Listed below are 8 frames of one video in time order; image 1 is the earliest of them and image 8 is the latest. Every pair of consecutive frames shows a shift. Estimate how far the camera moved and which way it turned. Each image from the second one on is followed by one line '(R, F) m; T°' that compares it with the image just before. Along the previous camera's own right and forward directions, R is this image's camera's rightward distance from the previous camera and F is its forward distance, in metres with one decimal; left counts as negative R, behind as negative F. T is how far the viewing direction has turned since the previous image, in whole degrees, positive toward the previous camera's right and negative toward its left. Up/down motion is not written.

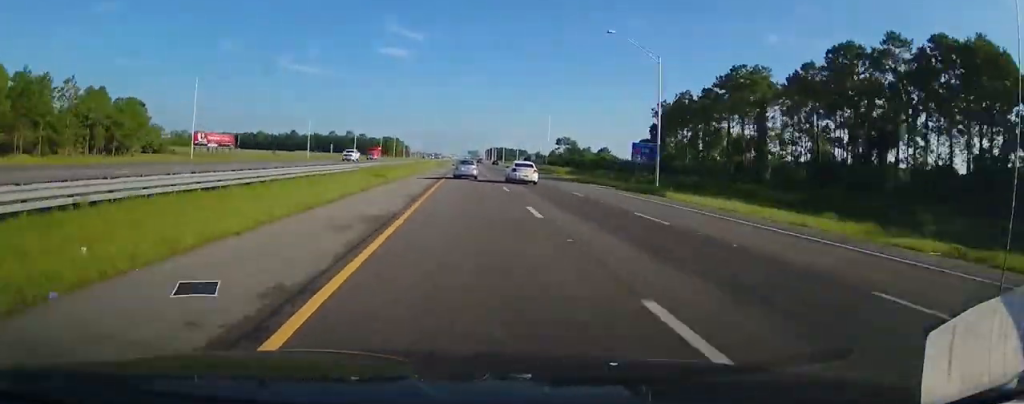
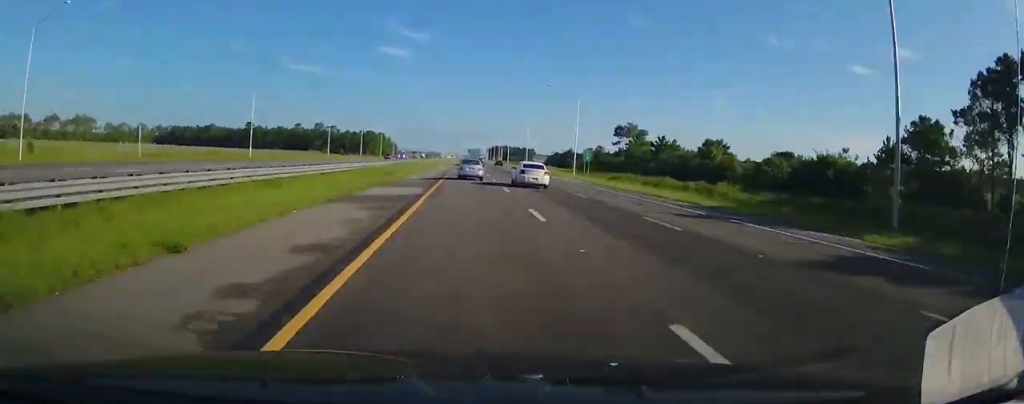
(+0.2, +97.4) m; 0°
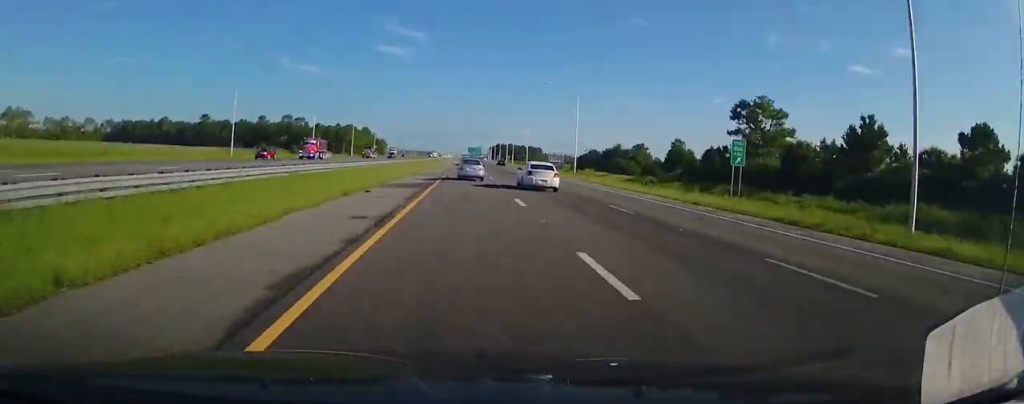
(+0.2, +55.4) m; 0°
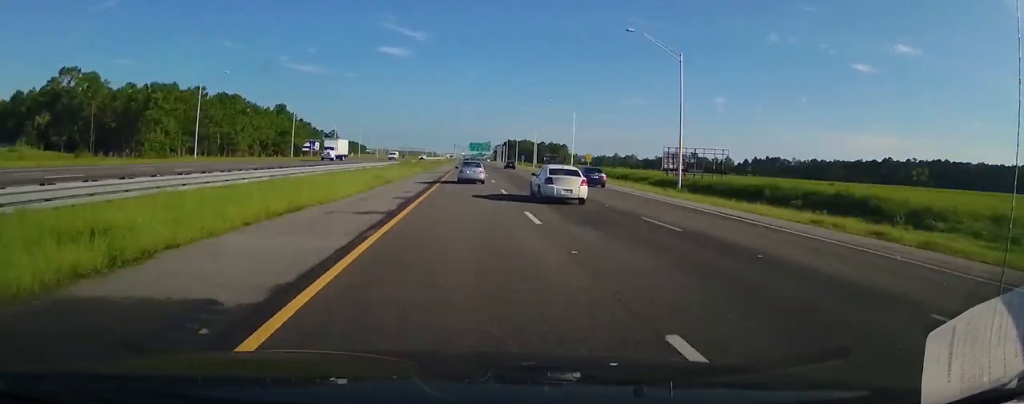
(-0.5, +160.3) m; 0°
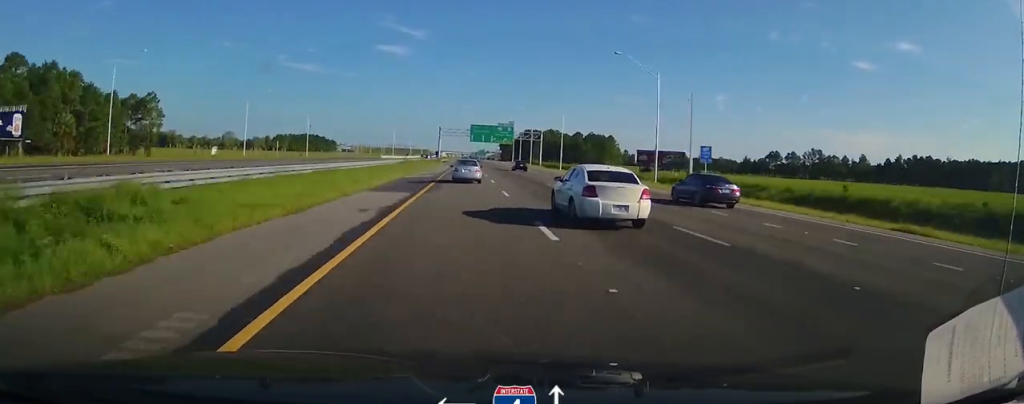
(+0.9, +173.5) m; 0°
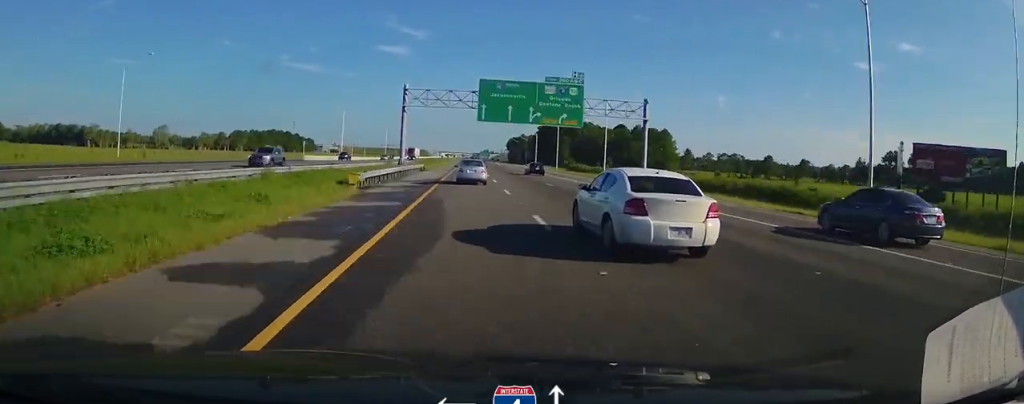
(-0.5, +100.3) m; 0°
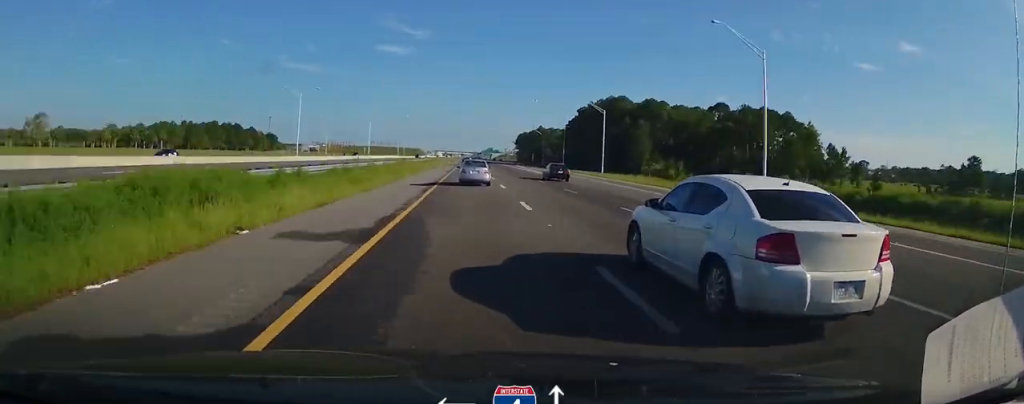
(+0.4, +120.0) m; 0°
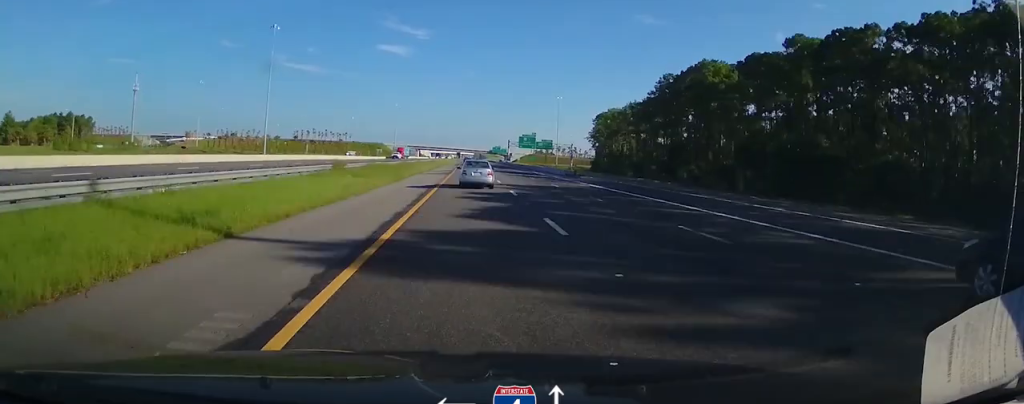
(-0.1, +356.0) m; 0°
